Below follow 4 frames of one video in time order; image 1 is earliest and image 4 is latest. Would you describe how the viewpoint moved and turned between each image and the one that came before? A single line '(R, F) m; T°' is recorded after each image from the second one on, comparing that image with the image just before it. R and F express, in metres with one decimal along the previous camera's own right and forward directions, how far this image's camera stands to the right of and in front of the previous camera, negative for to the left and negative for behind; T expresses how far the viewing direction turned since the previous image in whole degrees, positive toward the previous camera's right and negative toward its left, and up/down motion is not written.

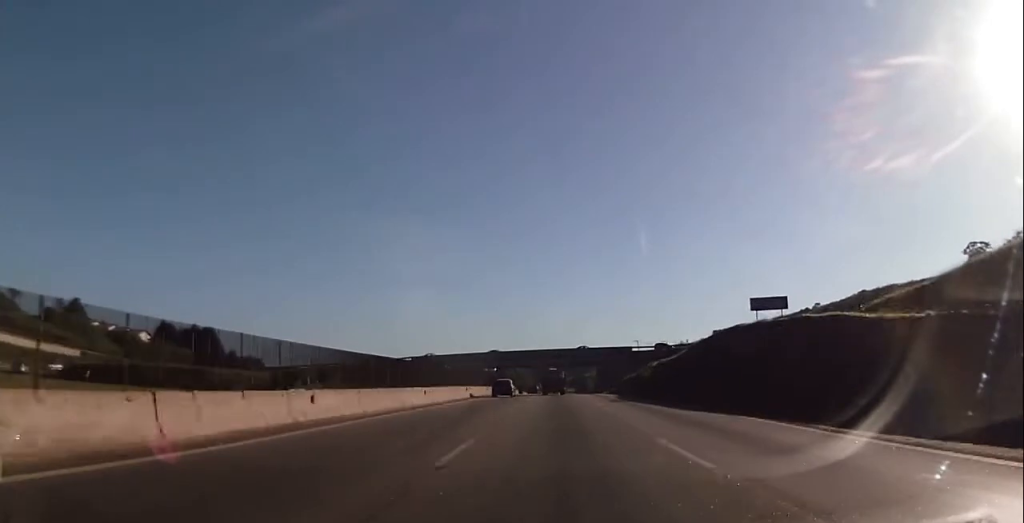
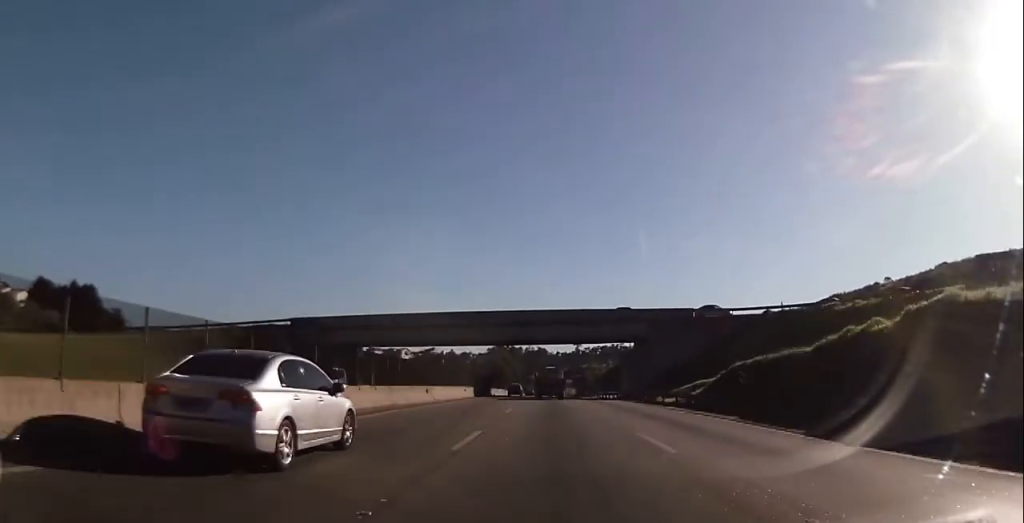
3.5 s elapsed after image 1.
(-0.2, +62.1) m; 0°
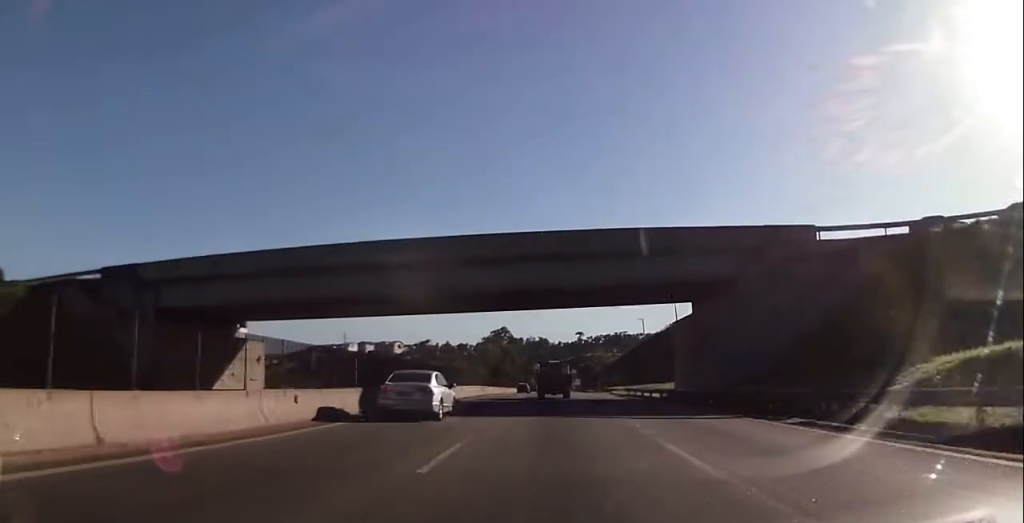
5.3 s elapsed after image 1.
(0.0, +34.7) m; +1°
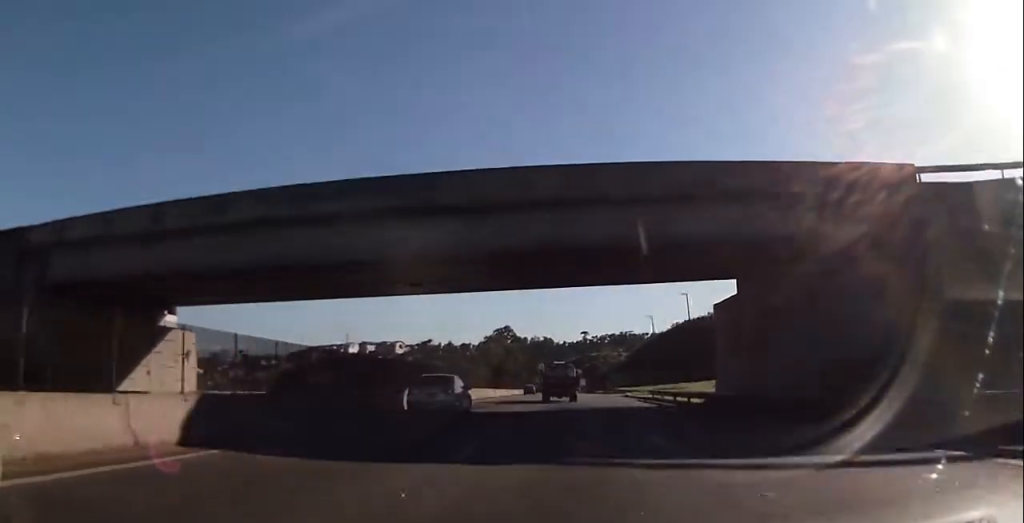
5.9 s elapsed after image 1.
(+0.6, +11.5) m; 0°
